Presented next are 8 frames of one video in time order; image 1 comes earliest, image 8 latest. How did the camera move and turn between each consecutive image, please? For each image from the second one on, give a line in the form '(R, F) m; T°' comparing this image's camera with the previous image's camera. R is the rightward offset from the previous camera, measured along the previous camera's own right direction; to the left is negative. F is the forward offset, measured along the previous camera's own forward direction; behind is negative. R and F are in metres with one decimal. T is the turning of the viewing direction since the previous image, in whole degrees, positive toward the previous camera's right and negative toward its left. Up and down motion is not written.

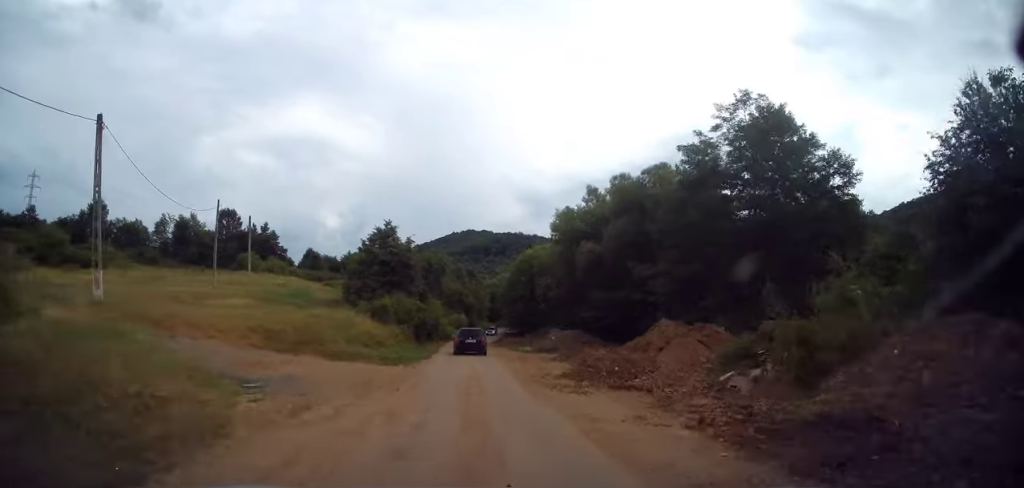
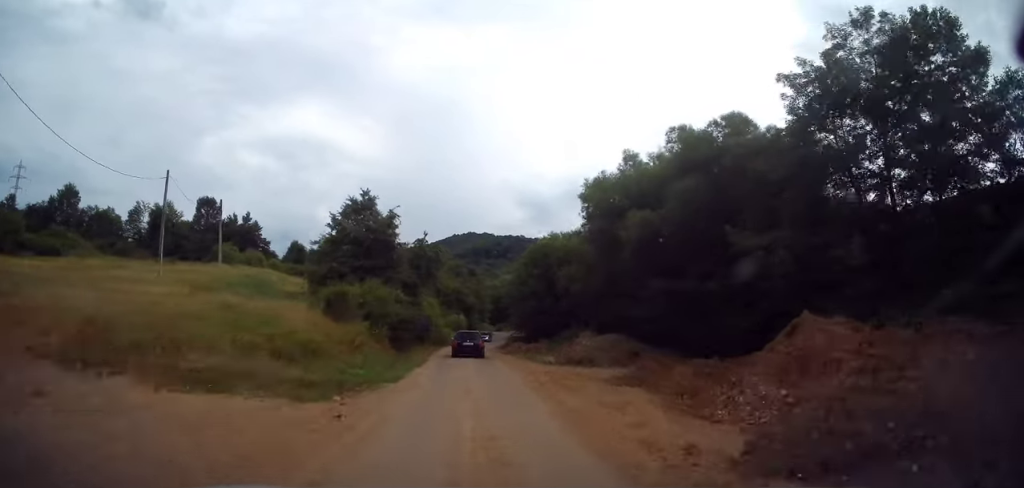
(+0.2, +10.1) m; +3°
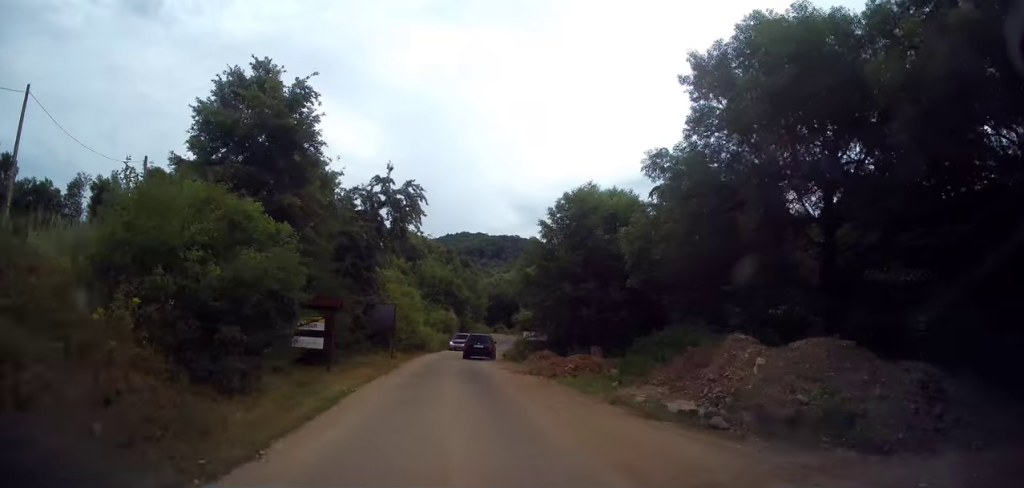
(+0.3, +16.5) m; 0°
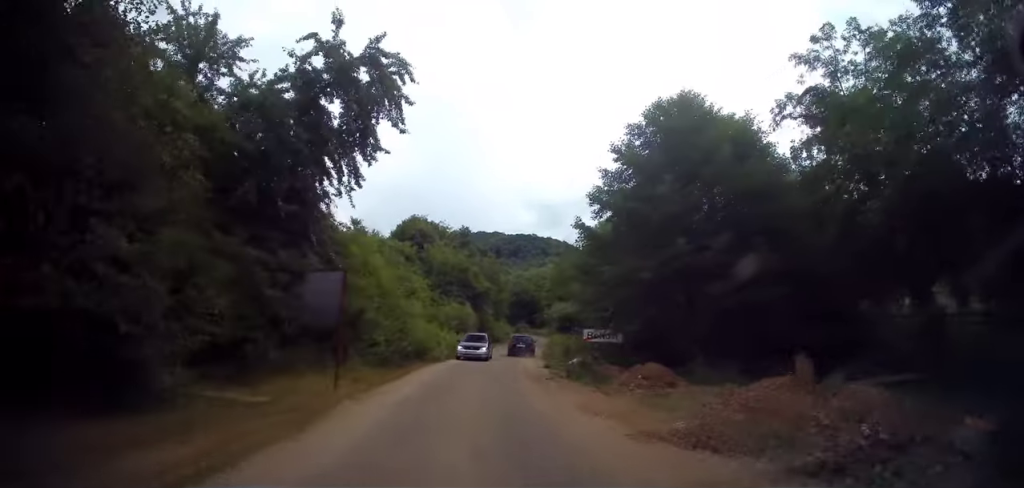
(-0.4, +14.0) m; -3°
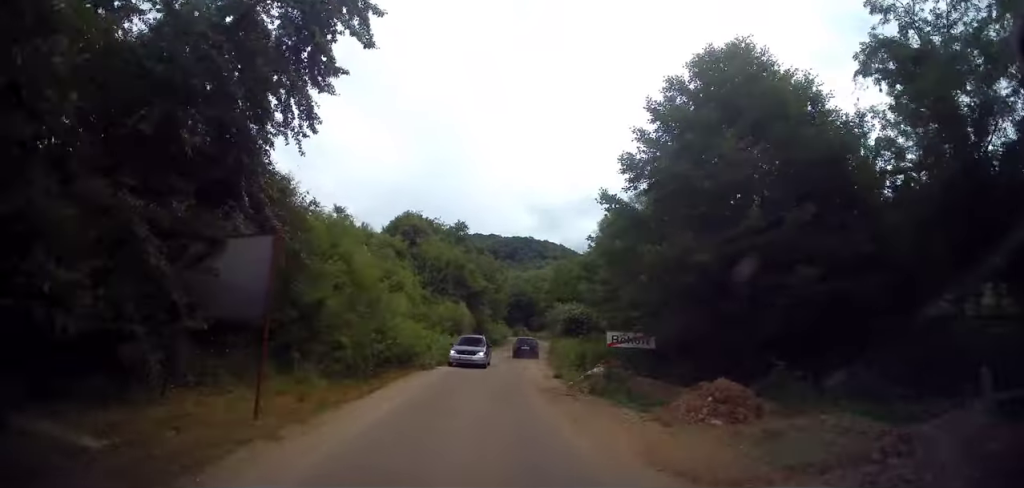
(-0.2, +4.1) m; +1°
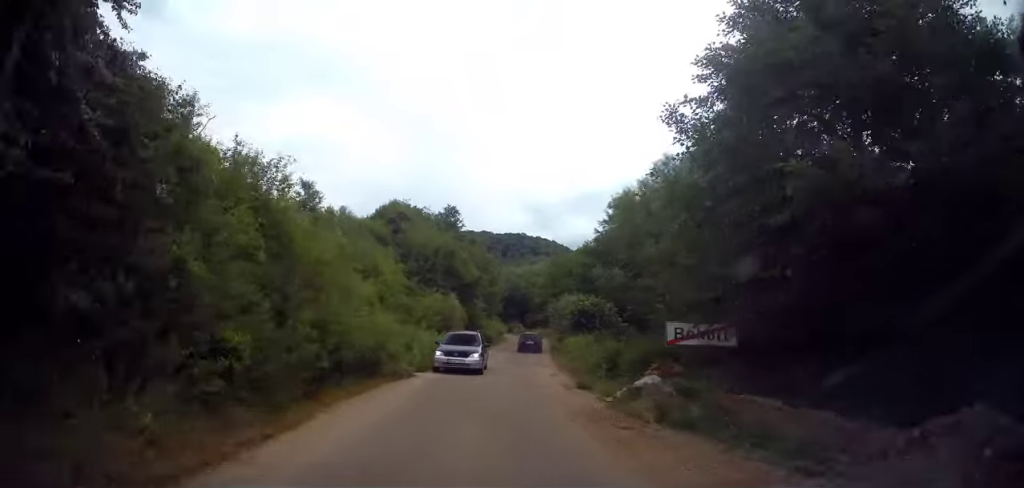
(+0.3, +5.6) m; +1°
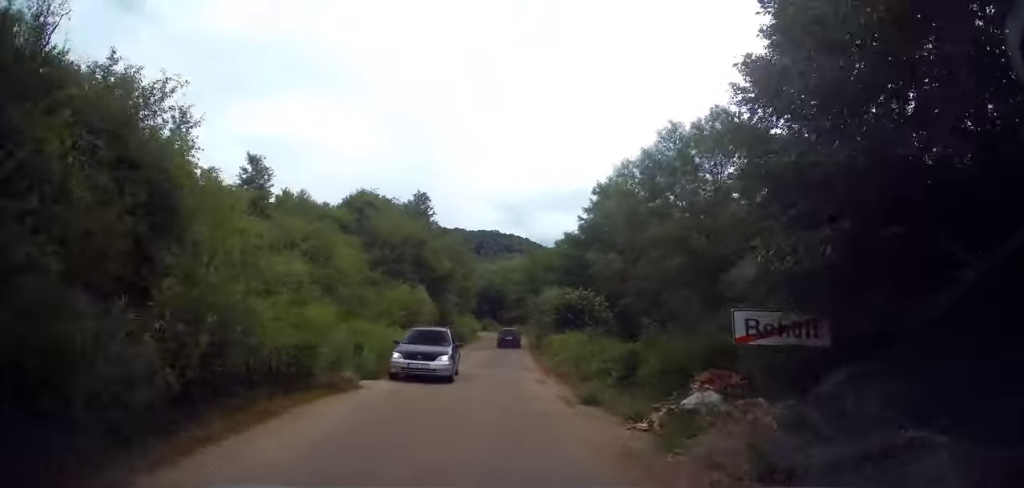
(+0.2, +4.0) m; +1°
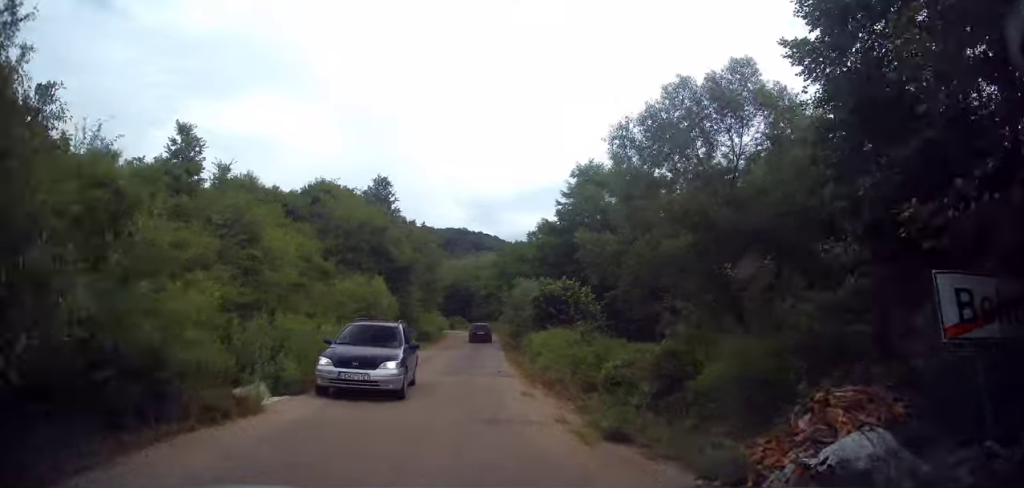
(-0.2, +4.2) m; +2°
